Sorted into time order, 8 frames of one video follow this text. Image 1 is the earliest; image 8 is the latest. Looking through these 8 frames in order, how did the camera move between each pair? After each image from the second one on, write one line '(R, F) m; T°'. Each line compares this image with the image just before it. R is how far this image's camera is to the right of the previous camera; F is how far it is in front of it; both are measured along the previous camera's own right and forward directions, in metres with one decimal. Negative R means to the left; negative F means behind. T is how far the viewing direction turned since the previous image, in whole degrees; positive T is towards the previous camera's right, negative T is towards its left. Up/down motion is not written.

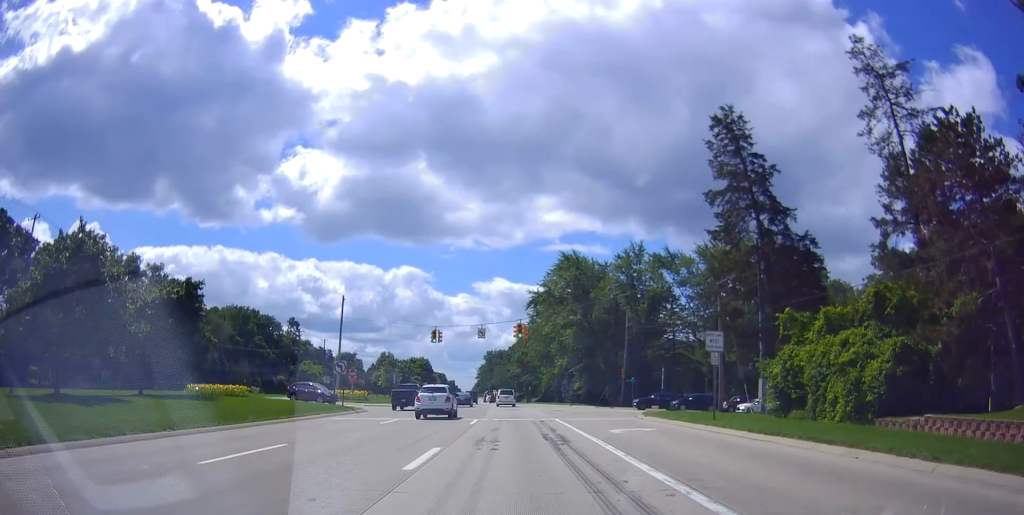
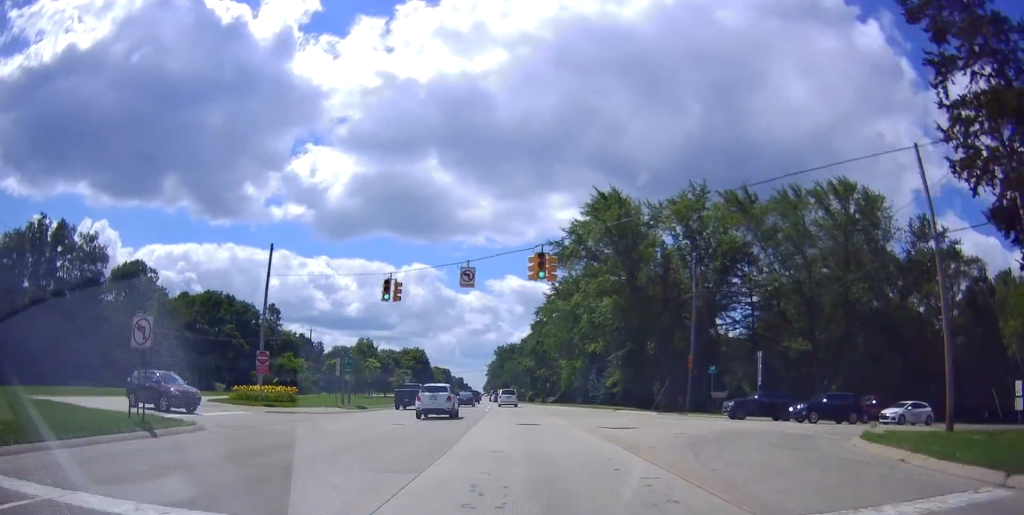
(-1.0, +22.8) m; -4°
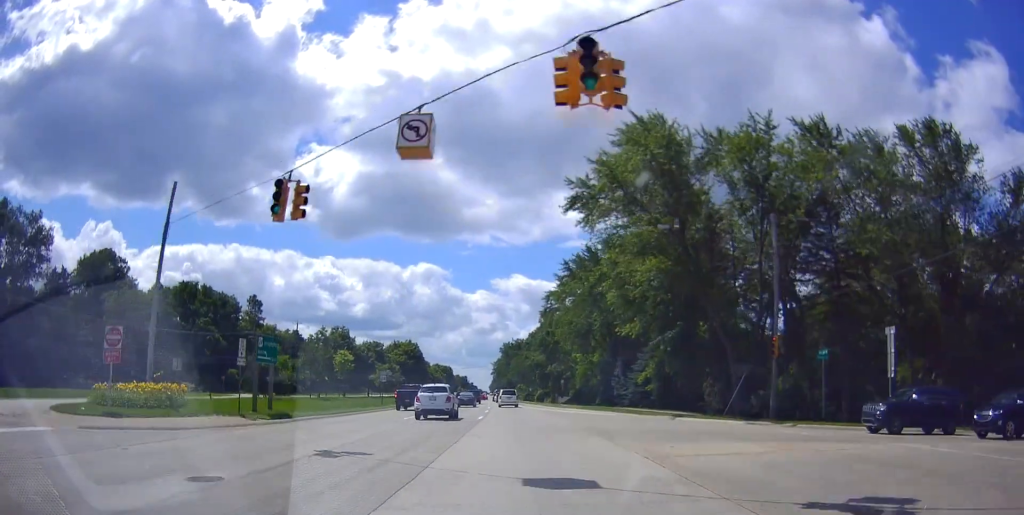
(-0.3, +14.9) m; -1°
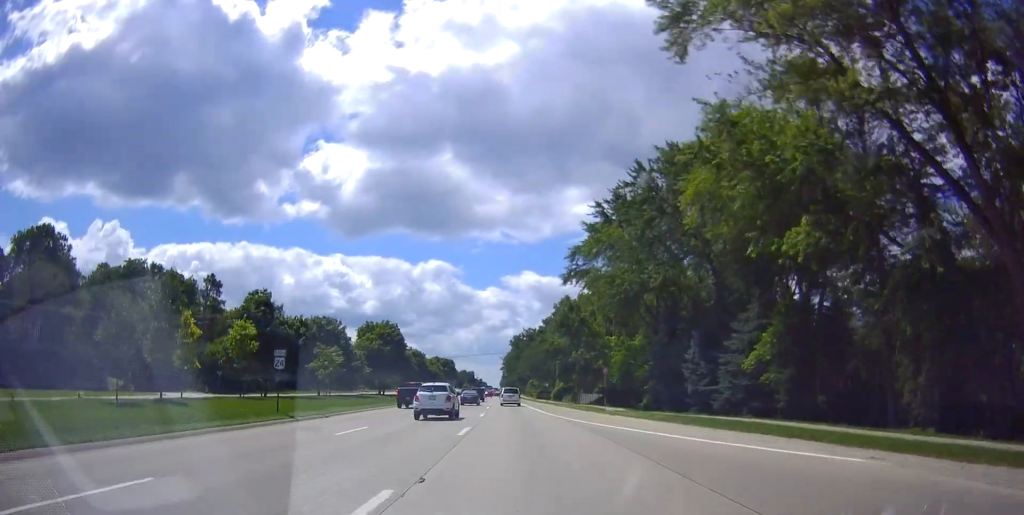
(-0.2, +24.7) m; 0°
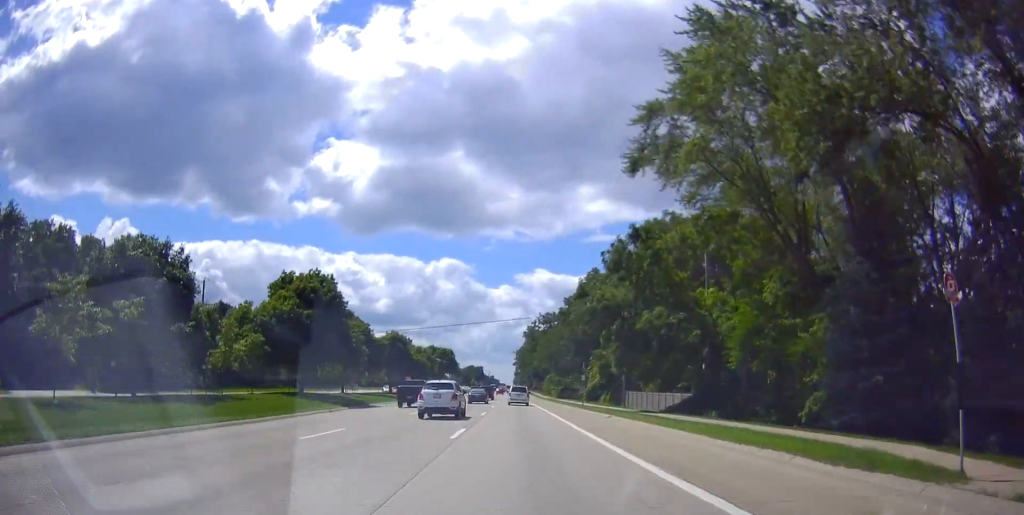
(0.0, +32.0) m; 0°
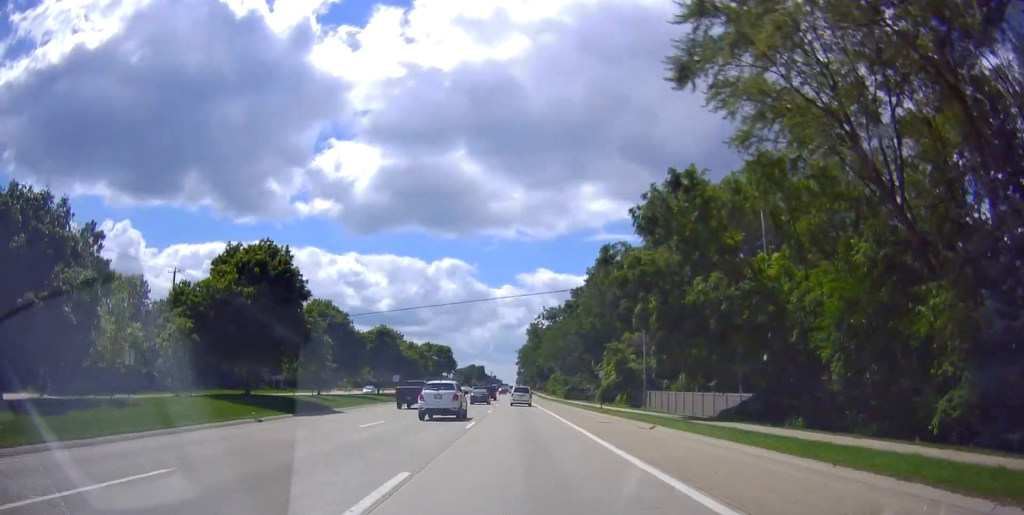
(0.0, +10.1) m; 0°
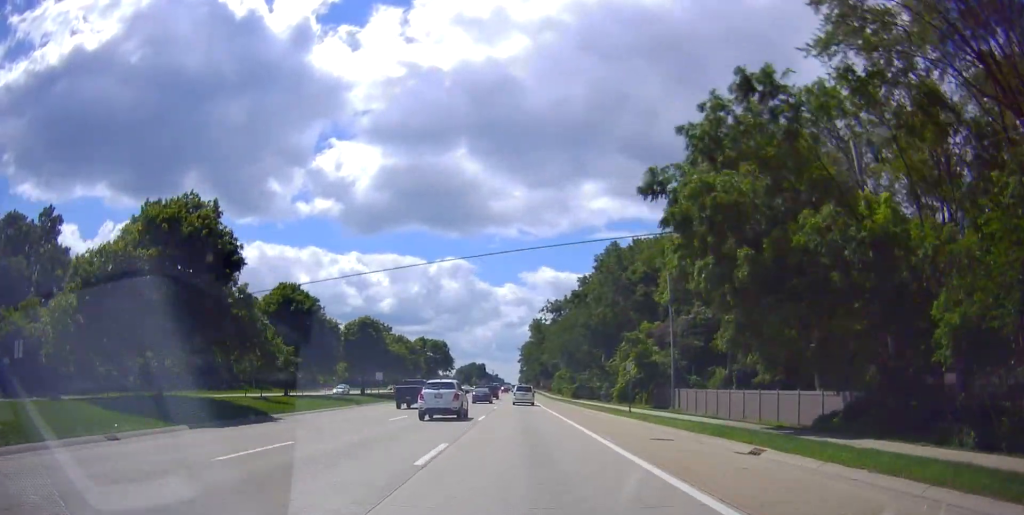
(0.0, +10.1) m; 0°
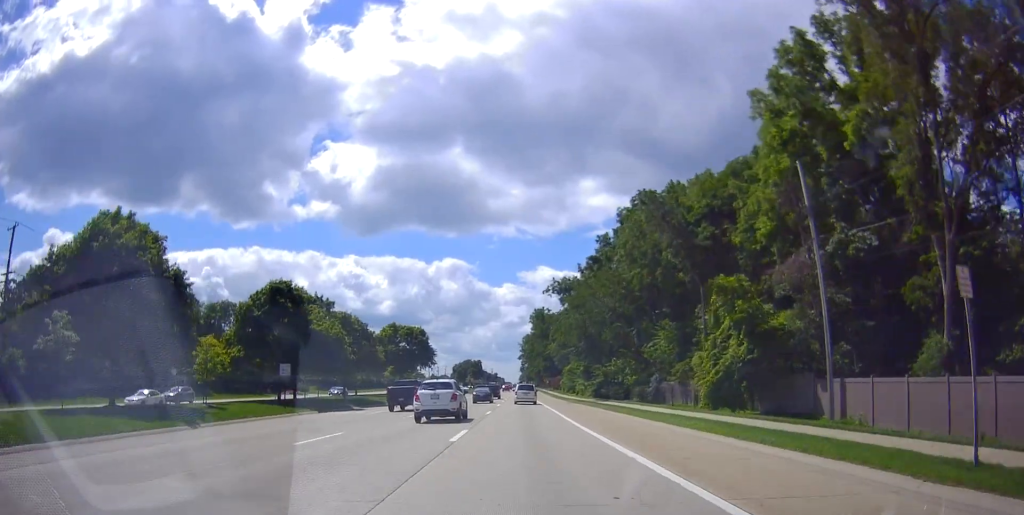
(-0.1, +26.6) m; -1°
